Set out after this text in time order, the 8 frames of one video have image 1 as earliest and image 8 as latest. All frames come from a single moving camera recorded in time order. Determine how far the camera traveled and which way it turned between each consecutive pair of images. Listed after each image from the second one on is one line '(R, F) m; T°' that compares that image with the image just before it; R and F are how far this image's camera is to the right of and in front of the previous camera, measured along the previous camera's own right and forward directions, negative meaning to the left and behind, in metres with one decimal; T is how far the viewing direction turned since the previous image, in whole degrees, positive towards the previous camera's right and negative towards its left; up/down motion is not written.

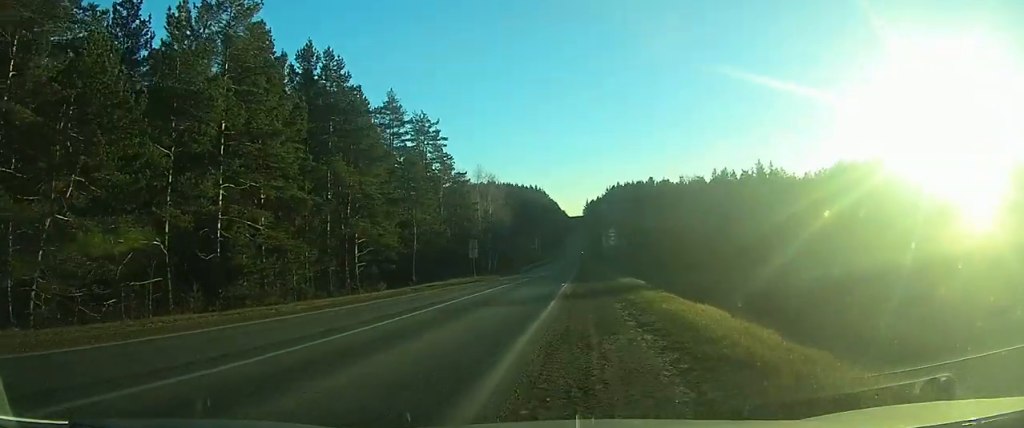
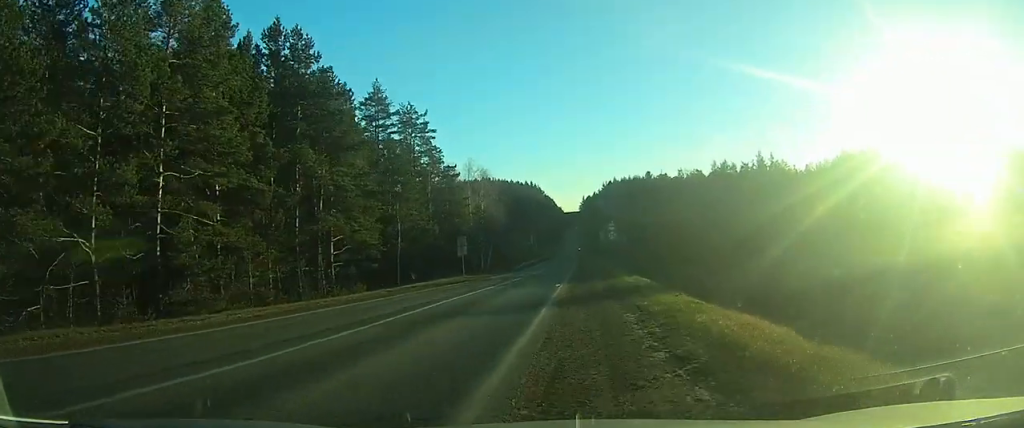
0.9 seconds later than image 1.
(0.0, +4.7) m; 0°
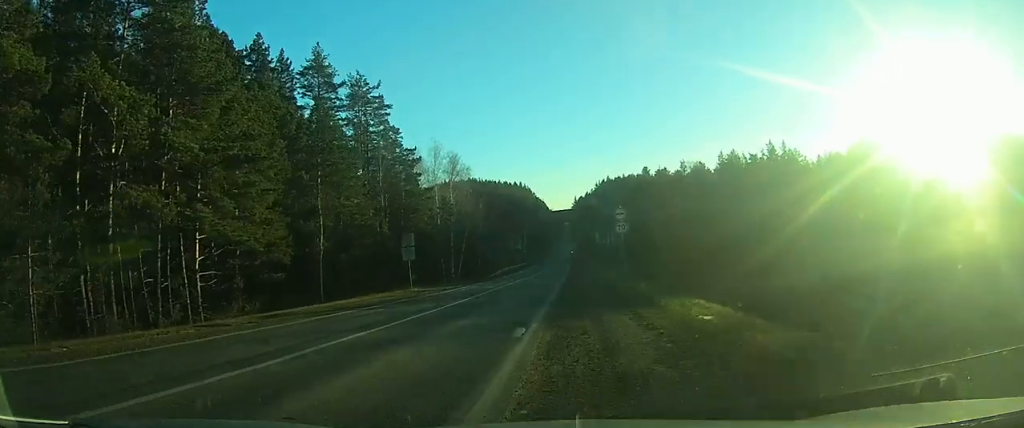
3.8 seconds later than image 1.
(0.0, +16.2) m; 0°
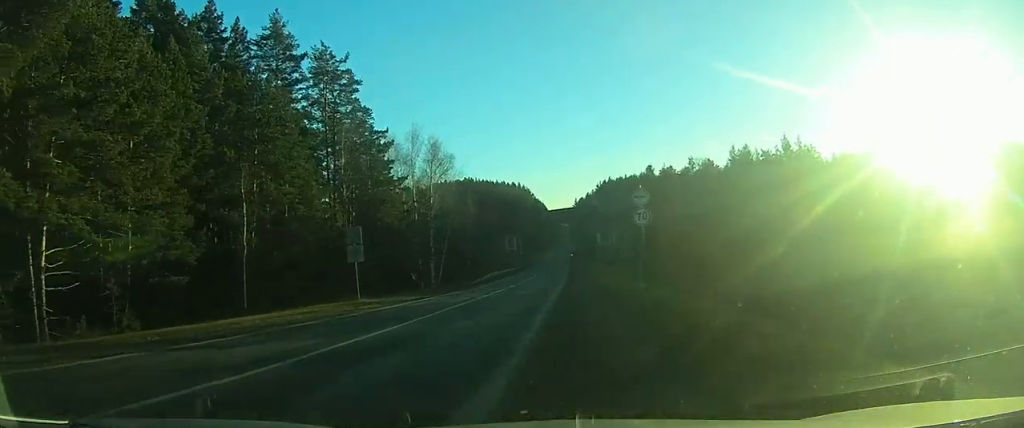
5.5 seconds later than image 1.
(0.0, +9.5) m; 0°
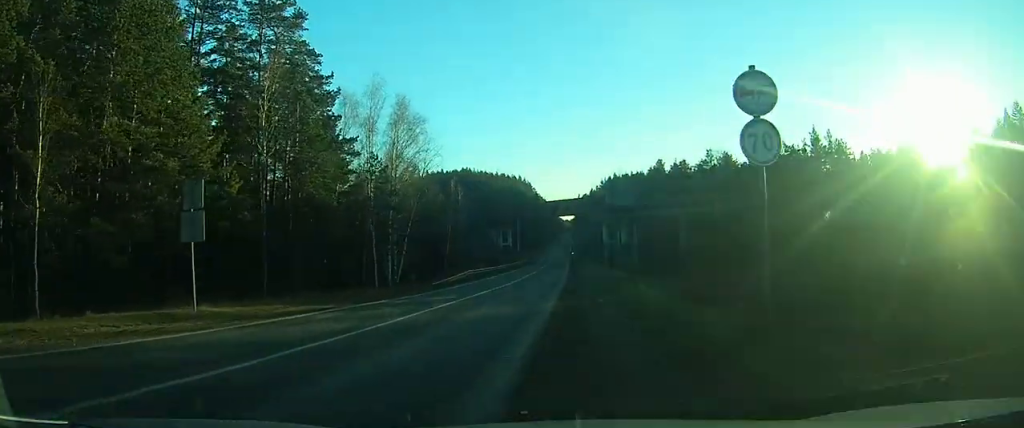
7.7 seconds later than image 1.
(-0.1, +13.7) m; 0°
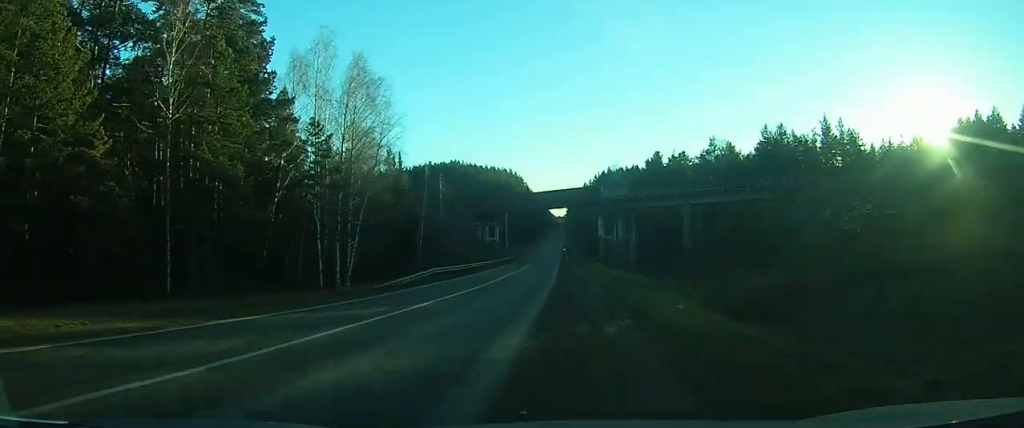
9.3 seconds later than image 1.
(+0.1, +9.1) m; 0°
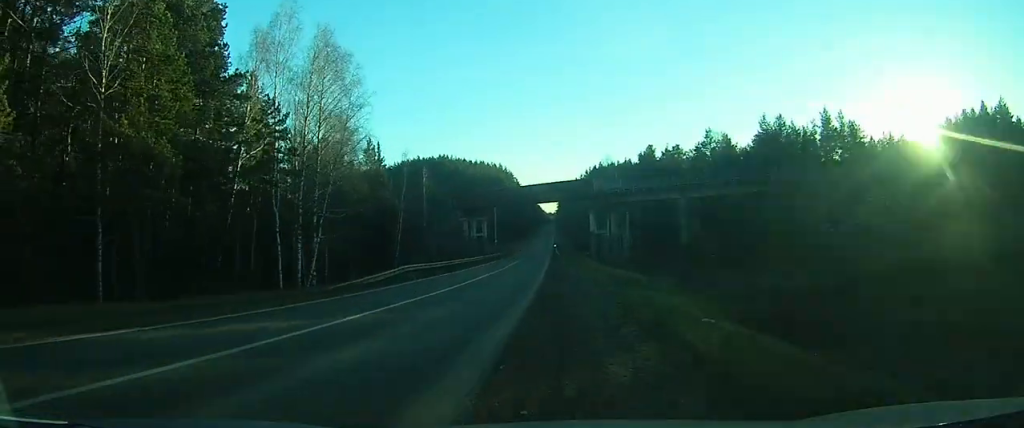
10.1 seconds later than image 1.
(0.0, +4.6) m; 0°
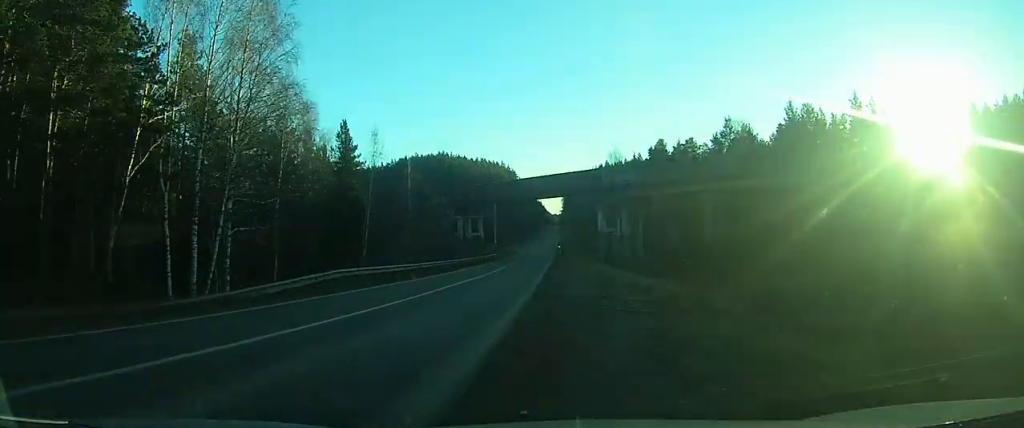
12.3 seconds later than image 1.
(0.0, +11.5) m; +1°
